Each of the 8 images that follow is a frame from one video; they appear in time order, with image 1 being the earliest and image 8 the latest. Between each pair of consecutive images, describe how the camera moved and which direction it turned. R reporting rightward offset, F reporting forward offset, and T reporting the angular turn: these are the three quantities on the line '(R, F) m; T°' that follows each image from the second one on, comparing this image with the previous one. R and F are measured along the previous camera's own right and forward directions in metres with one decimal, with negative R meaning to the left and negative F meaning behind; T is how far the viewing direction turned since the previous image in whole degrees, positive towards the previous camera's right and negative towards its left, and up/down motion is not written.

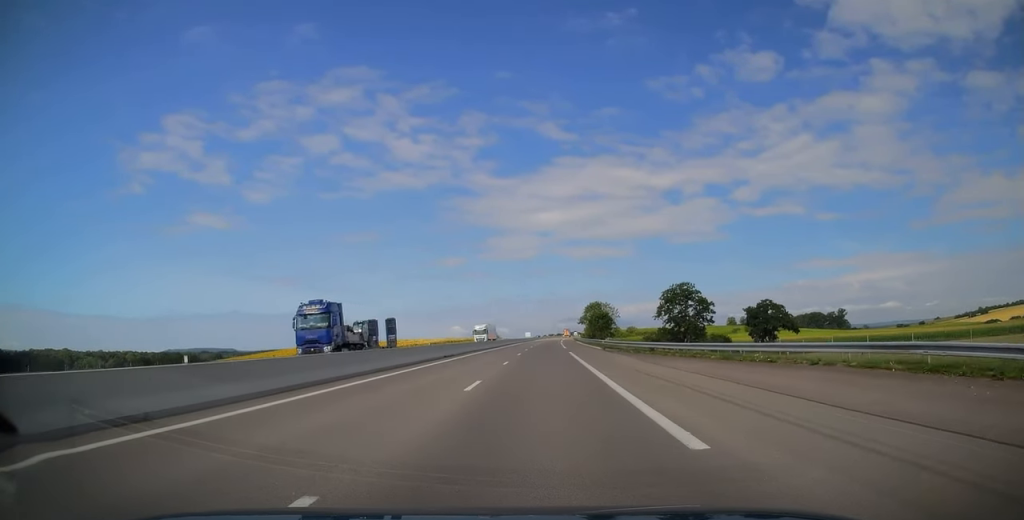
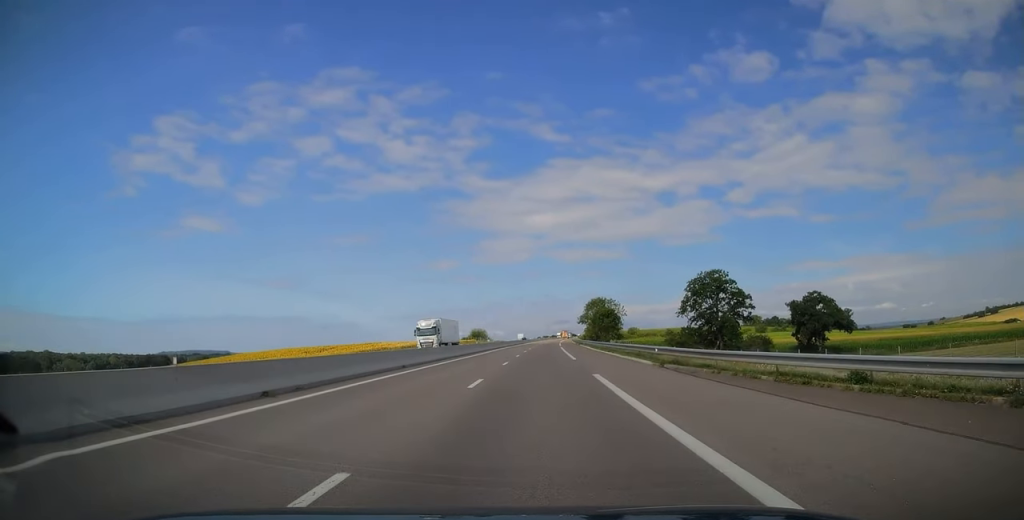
(-0.1, +25.3) m; +1°
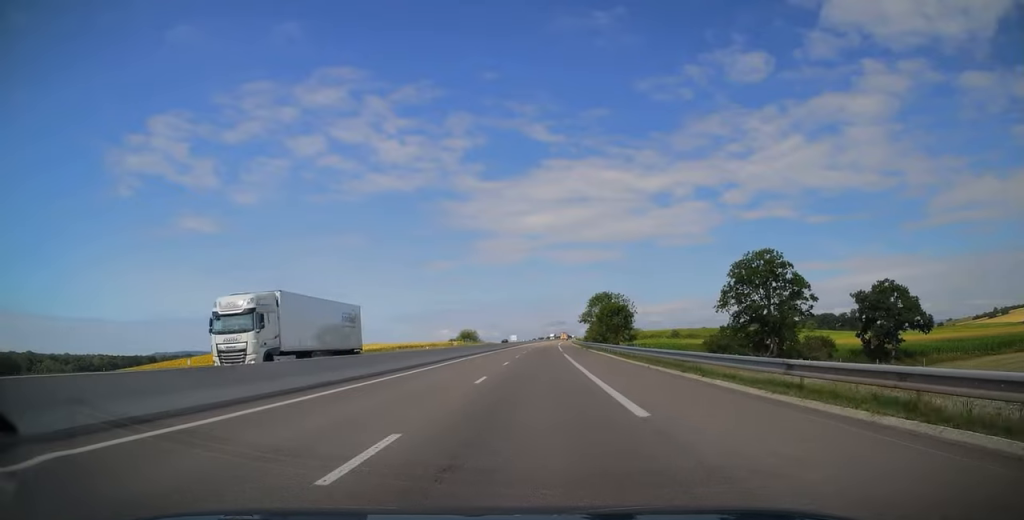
(+0.4, +23.8) m; +1°
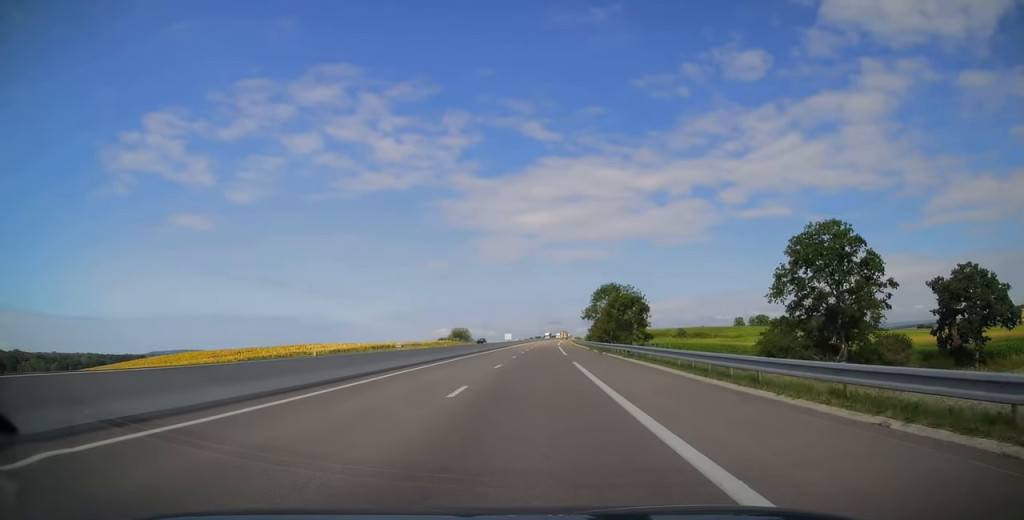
(+0.1, +18.0) m; 0°
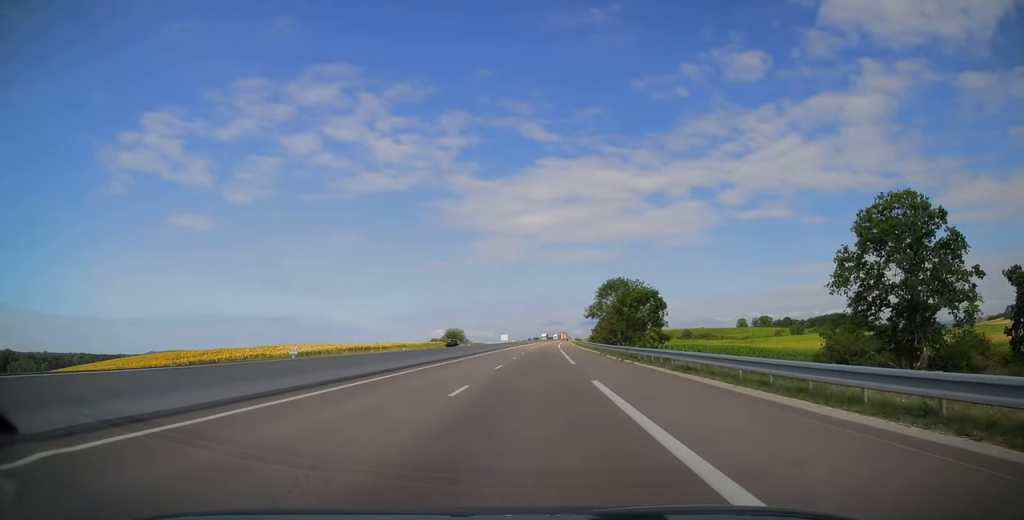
(0.0, +12.6) m; 0°
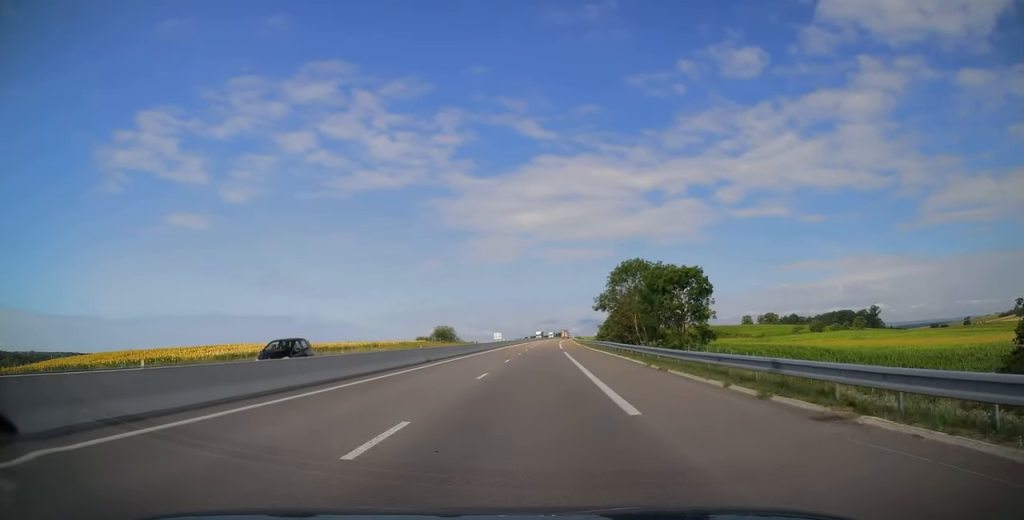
(0.0, +20.9) m; 0°
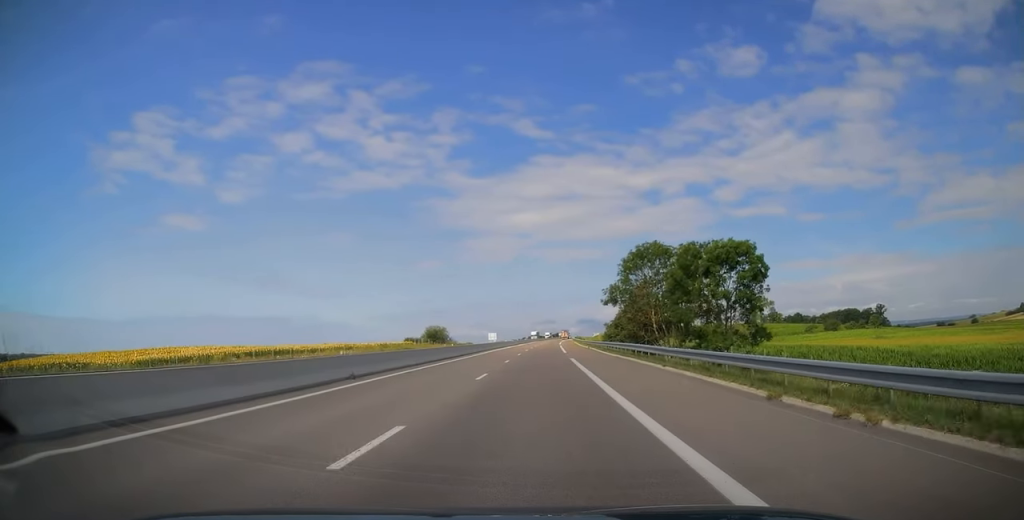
(-0.1, +13.6) m; 0°
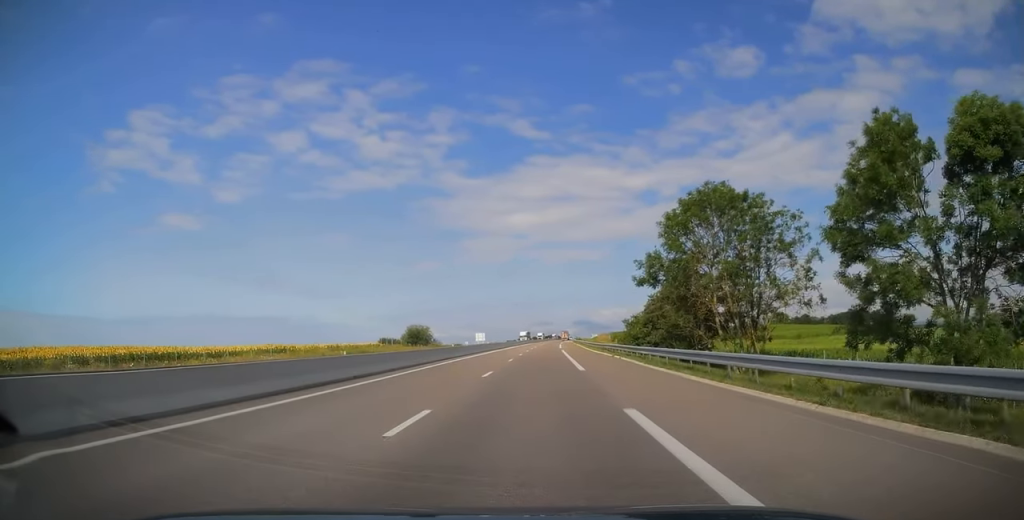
(+0.4, +24.3) m; +1°
